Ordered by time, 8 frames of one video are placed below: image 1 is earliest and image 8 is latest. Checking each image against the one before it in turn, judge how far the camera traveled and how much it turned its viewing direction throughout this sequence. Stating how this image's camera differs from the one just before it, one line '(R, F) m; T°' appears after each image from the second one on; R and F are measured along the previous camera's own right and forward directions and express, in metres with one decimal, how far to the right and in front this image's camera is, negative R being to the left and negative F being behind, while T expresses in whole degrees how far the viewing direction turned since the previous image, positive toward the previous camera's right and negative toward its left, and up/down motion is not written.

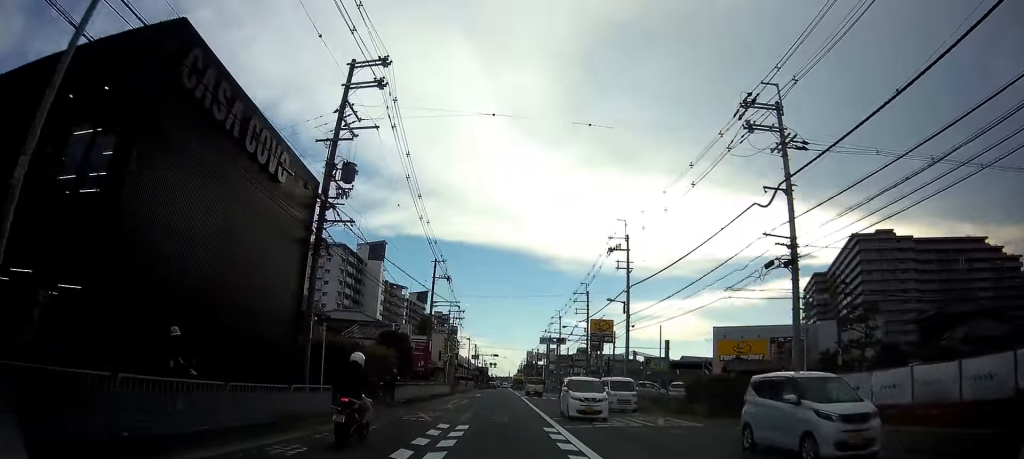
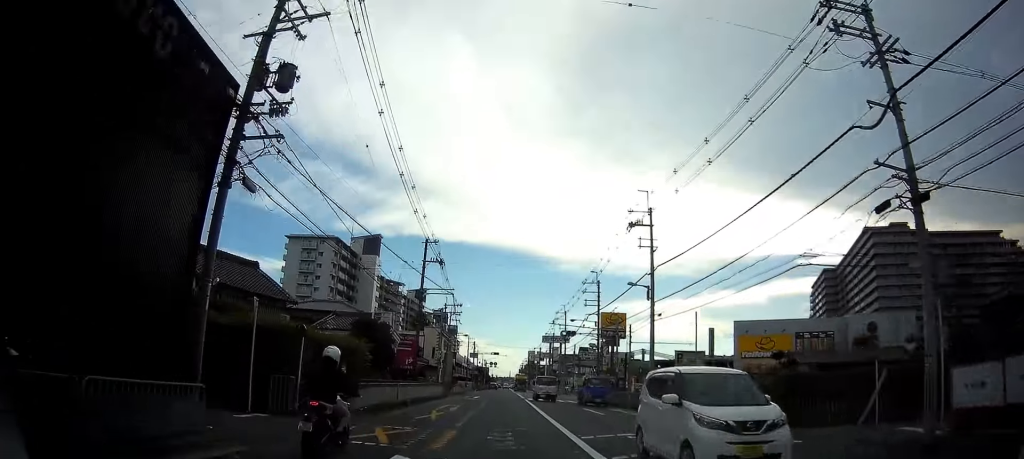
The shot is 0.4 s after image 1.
(0.0, +6.5) m; 0°
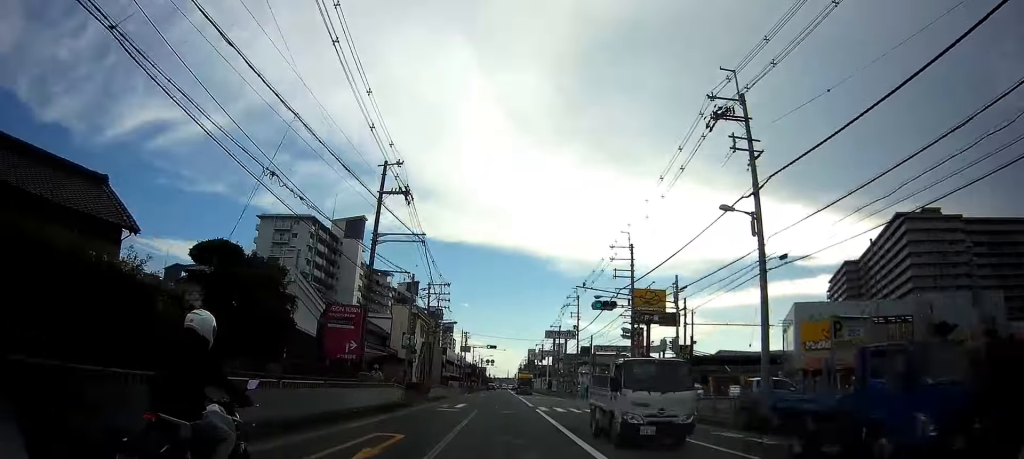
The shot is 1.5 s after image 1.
(0.0, +16.0) m; -1°
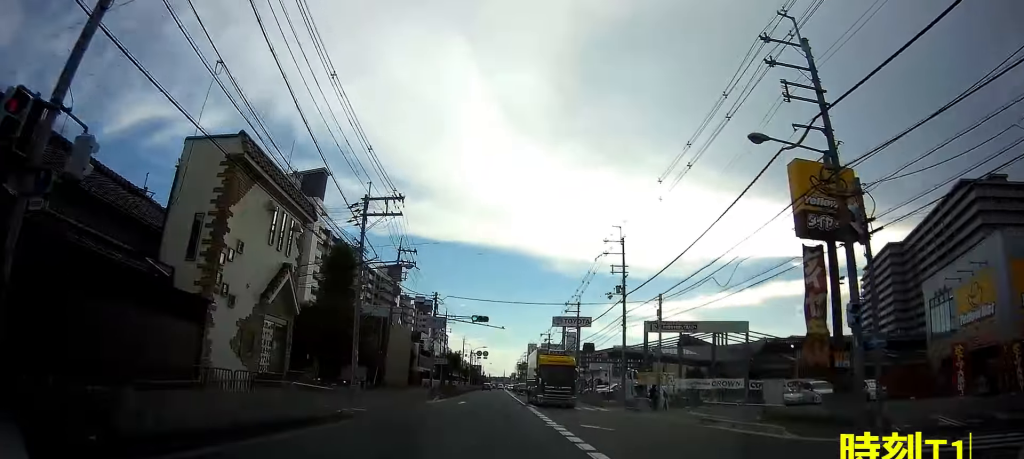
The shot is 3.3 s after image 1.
(+0.3, +27.8) m; +2°
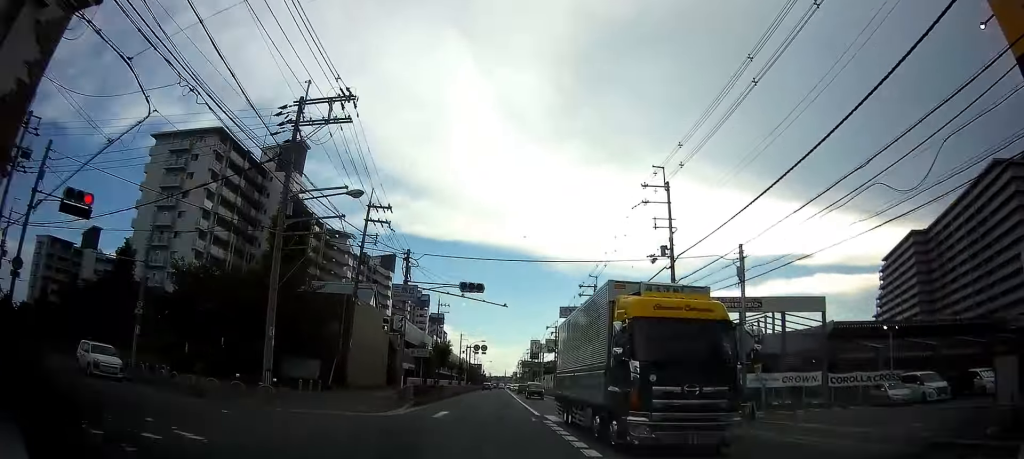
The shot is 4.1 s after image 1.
(0.0, +12.3) m; 0°
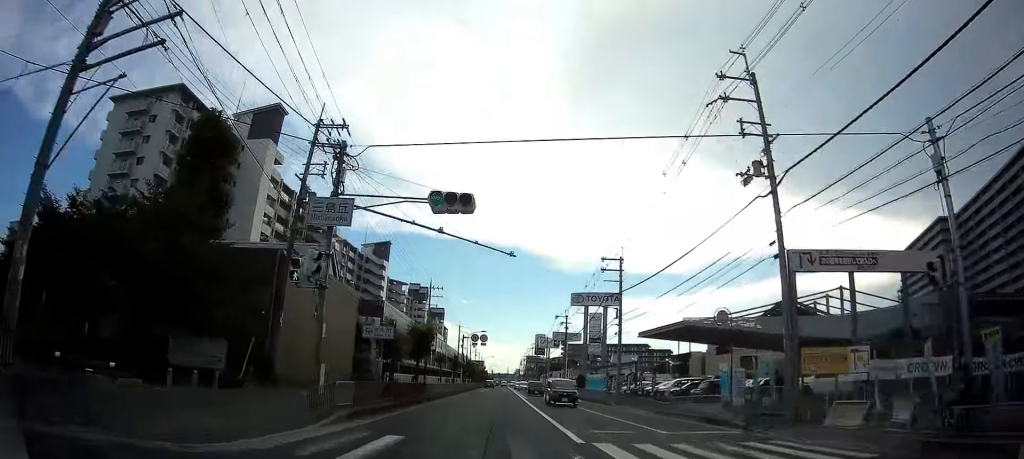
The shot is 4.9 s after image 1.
(-0.1, +11.9) m; 0°
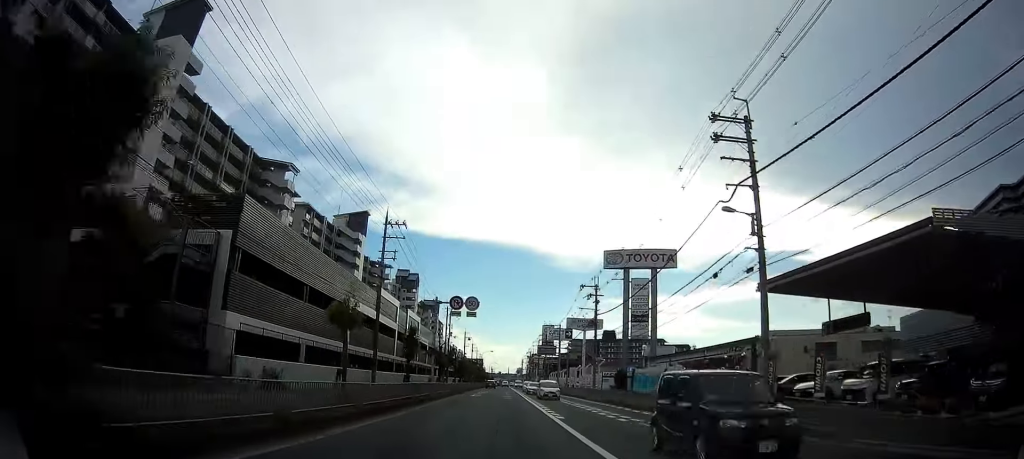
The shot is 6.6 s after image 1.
(0.0, +27.3) m; -1°
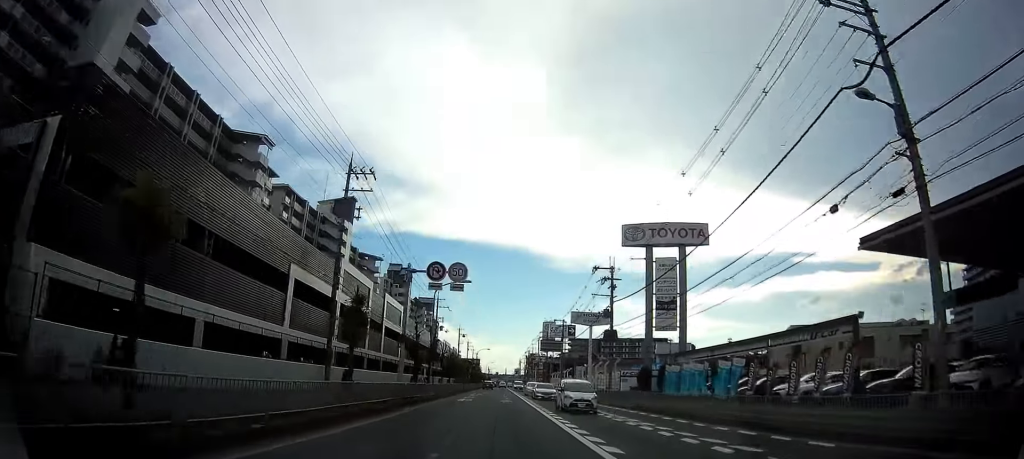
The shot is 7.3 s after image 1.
(-0.1, +10.0) m; 0°
